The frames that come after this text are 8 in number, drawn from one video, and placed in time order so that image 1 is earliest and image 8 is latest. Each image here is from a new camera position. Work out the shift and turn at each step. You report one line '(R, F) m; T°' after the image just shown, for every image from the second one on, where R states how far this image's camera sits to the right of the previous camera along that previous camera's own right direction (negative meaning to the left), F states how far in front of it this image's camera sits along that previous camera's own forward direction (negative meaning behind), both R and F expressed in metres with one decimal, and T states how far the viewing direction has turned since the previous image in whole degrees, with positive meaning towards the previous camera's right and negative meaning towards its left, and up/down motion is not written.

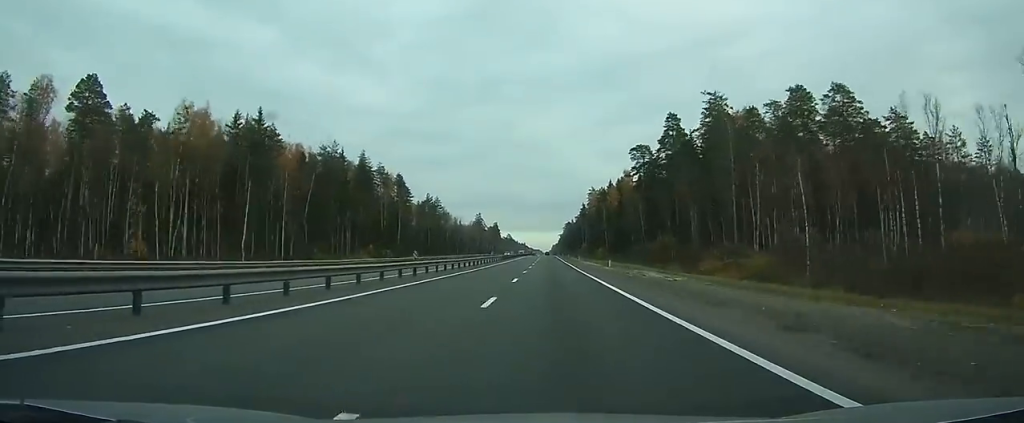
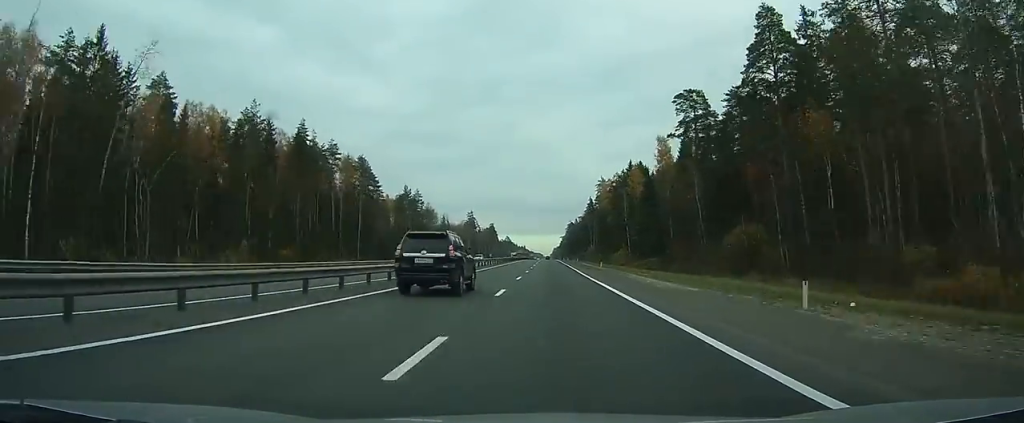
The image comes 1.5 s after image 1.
(0.0, +44.5) m; 0°
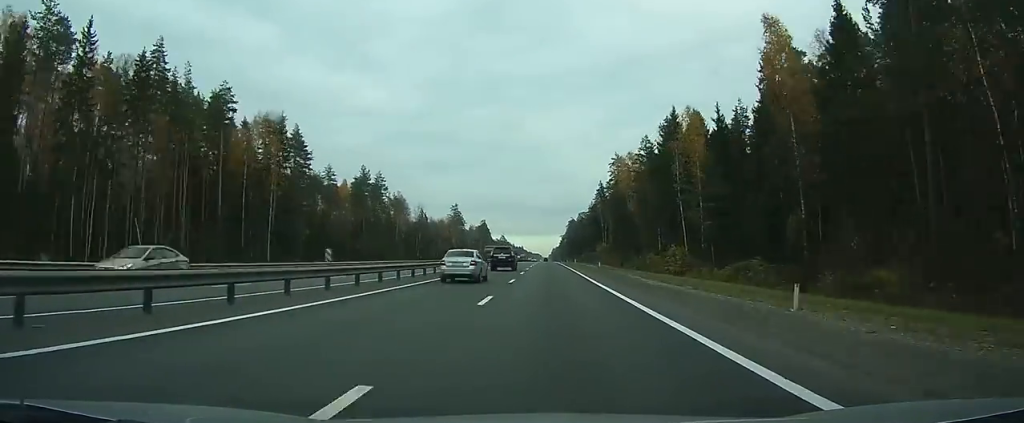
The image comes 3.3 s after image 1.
(+0.1, +53.4) m; 0°
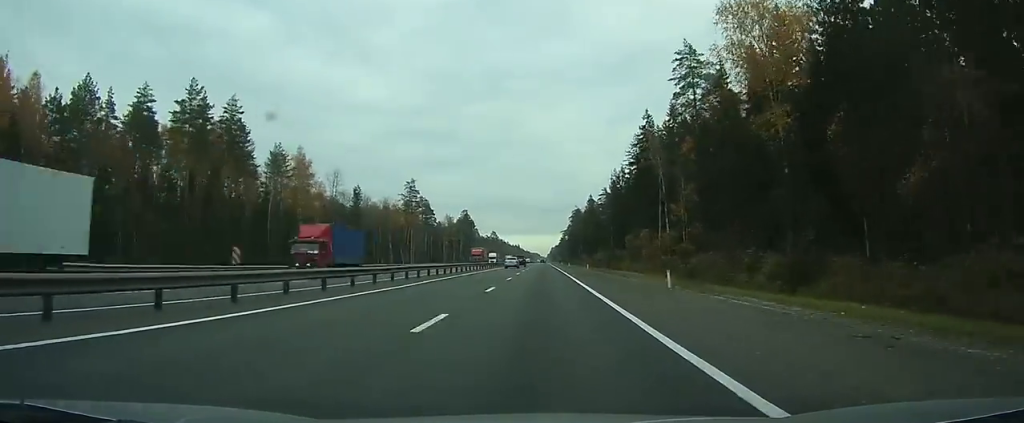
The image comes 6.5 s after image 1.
(0.0, +92.7) m; 0°
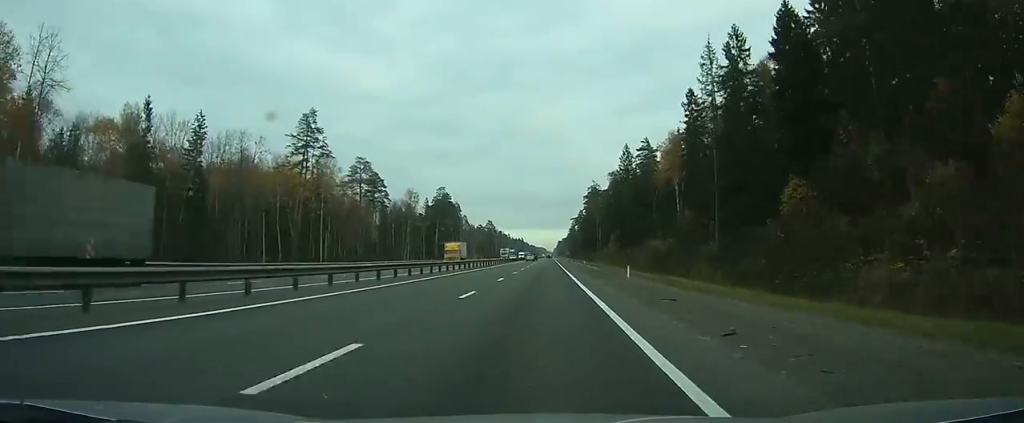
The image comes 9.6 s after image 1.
(0.0, +93.8) m; 0°
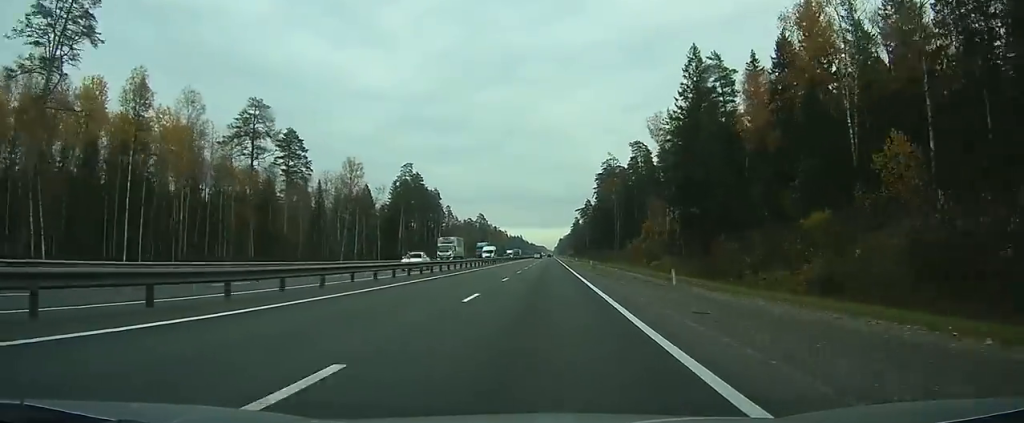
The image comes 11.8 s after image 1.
(-0.2, +61.5) m; 0°
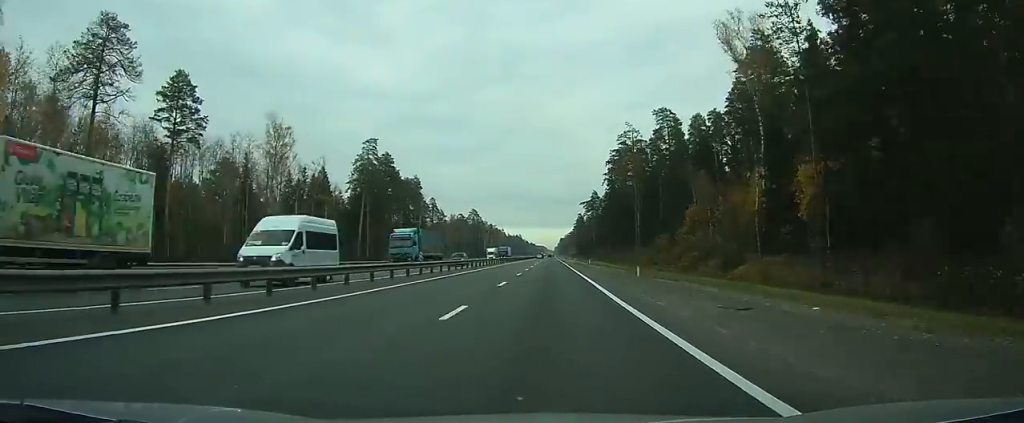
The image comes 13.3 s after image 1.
(-0.1, +38.8) m; 0°
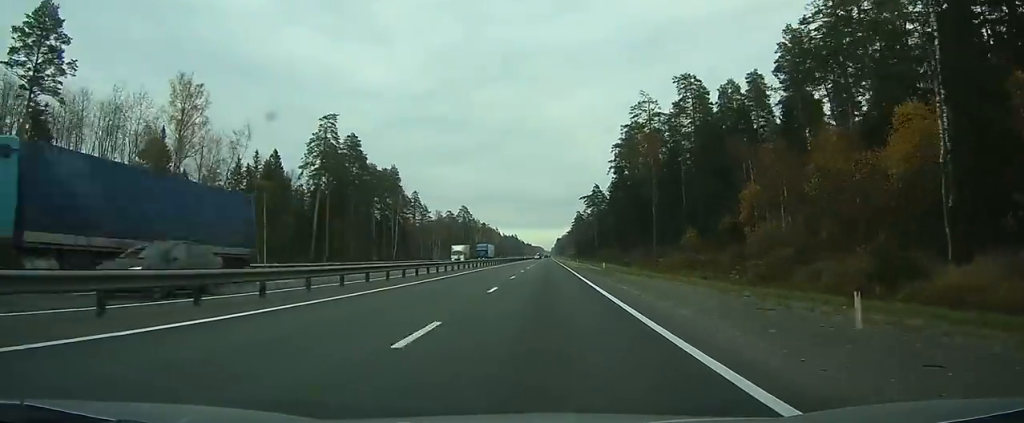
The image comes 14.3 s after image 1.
(0.0, +26.3) m; 0°
